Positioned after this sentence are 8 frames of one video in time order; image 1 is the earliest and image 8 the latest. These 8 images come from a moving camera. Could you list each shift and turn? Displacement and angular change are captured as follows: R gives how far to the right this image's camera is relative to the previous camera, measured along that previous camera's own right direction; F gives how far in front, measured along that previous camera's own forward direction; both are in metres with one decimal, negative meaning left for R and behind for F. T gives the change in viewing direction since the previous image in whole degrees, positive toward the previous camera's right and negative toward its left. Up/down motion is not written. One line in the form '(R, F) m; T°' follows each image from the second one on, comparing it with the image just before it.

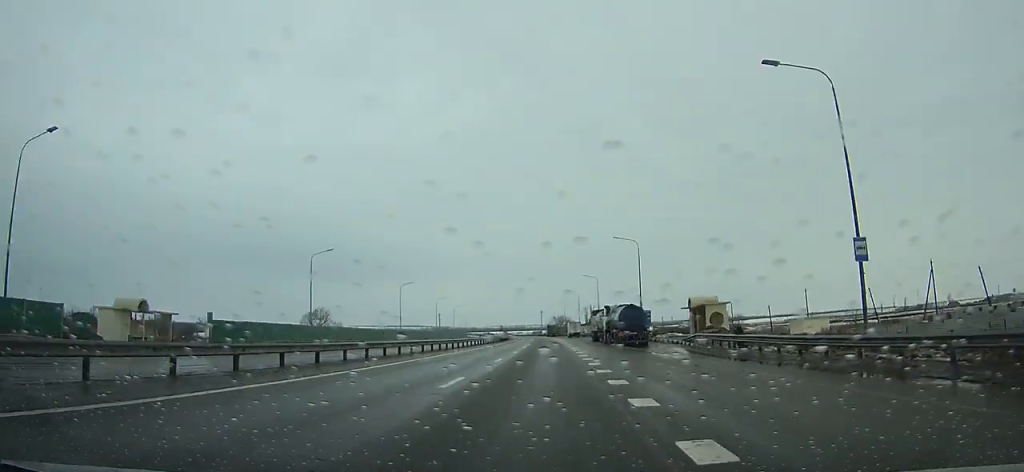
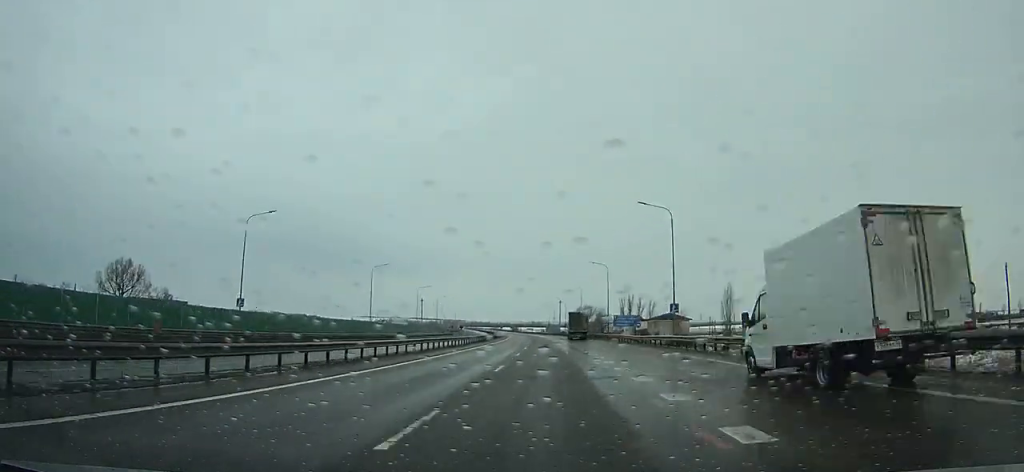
(-1.3, +102.4) m; -2°
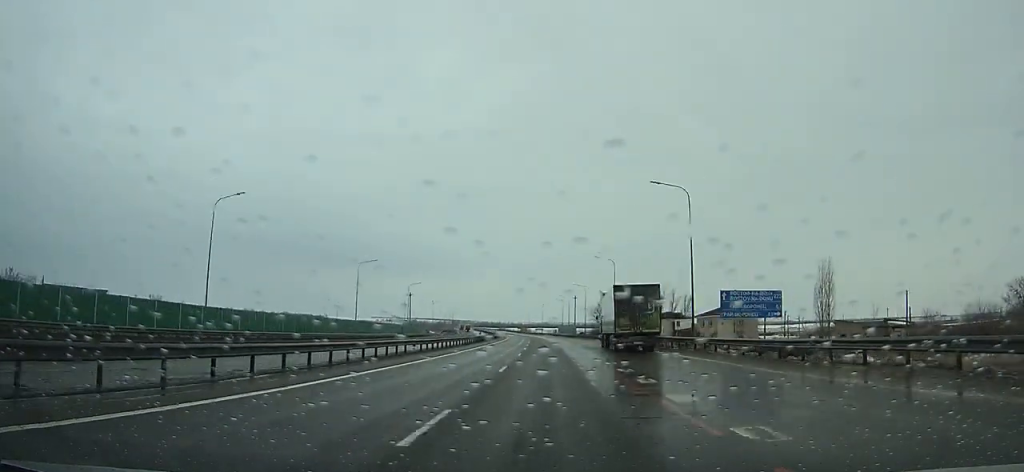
(-0.4, +48.9) m; -1°
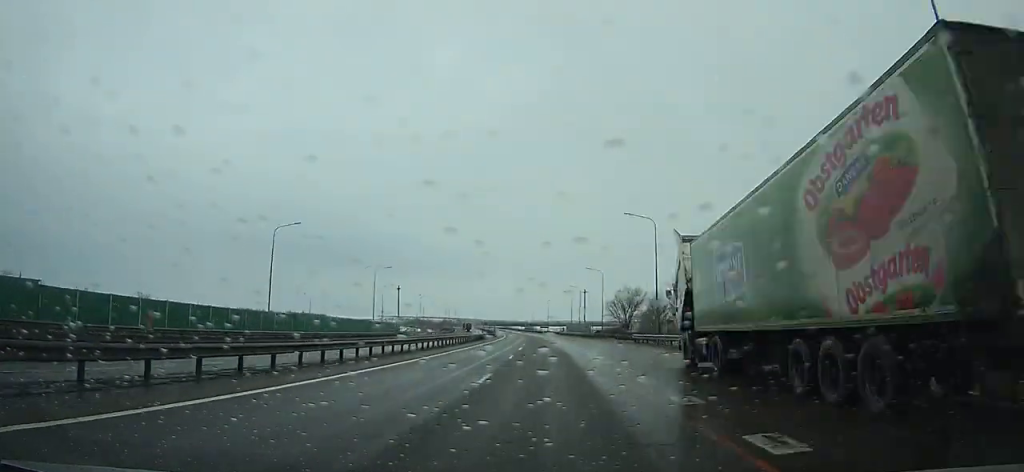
(-0.3, +27.7) m; -1°
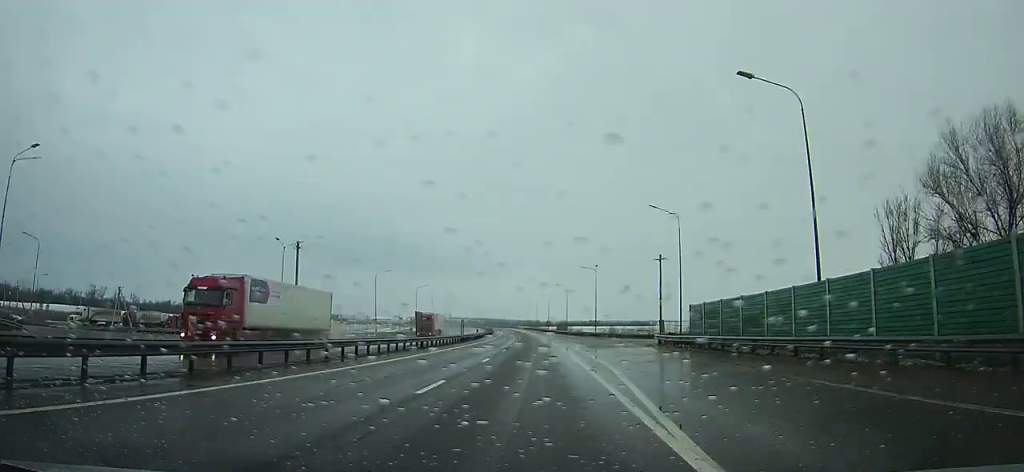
(-3.3, +110.1) m; -4°
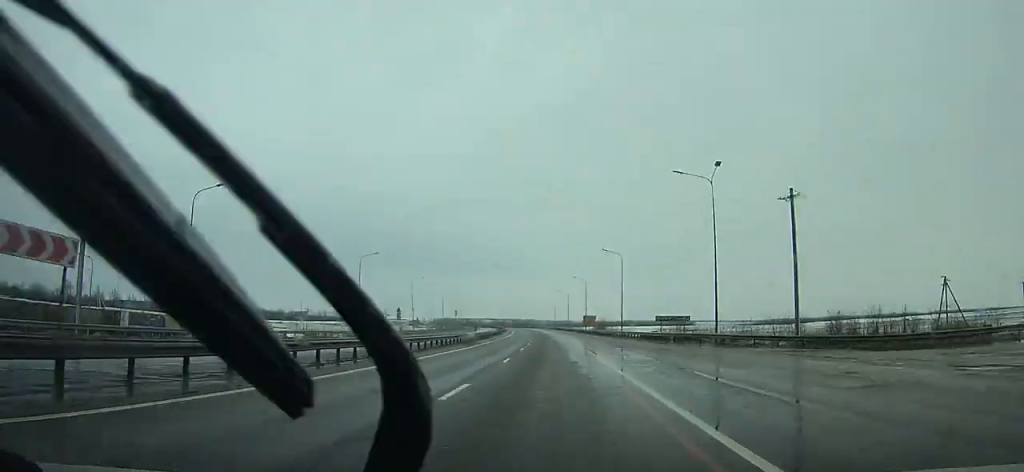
(-1.3, +61.5) m; -2°
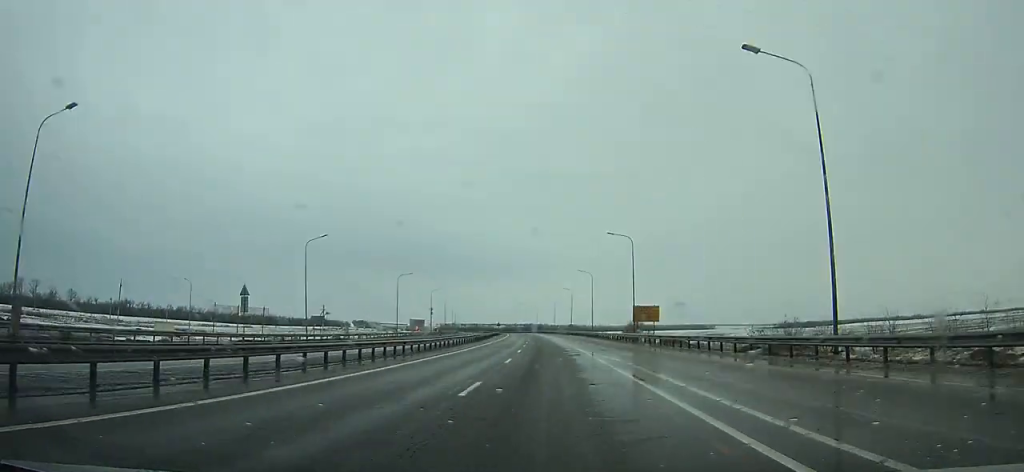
(-0.8, +57.4) m; -2°
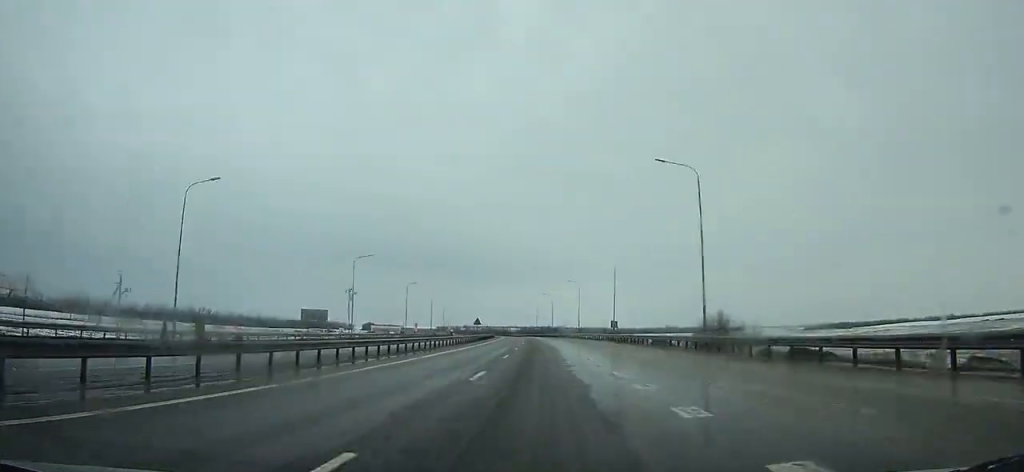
(-1.4, +68.6) m; -2°
